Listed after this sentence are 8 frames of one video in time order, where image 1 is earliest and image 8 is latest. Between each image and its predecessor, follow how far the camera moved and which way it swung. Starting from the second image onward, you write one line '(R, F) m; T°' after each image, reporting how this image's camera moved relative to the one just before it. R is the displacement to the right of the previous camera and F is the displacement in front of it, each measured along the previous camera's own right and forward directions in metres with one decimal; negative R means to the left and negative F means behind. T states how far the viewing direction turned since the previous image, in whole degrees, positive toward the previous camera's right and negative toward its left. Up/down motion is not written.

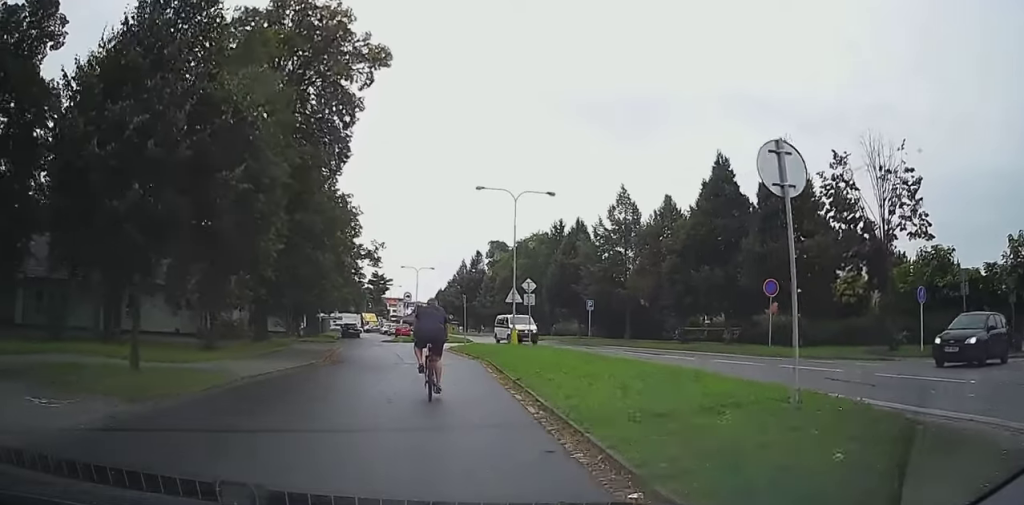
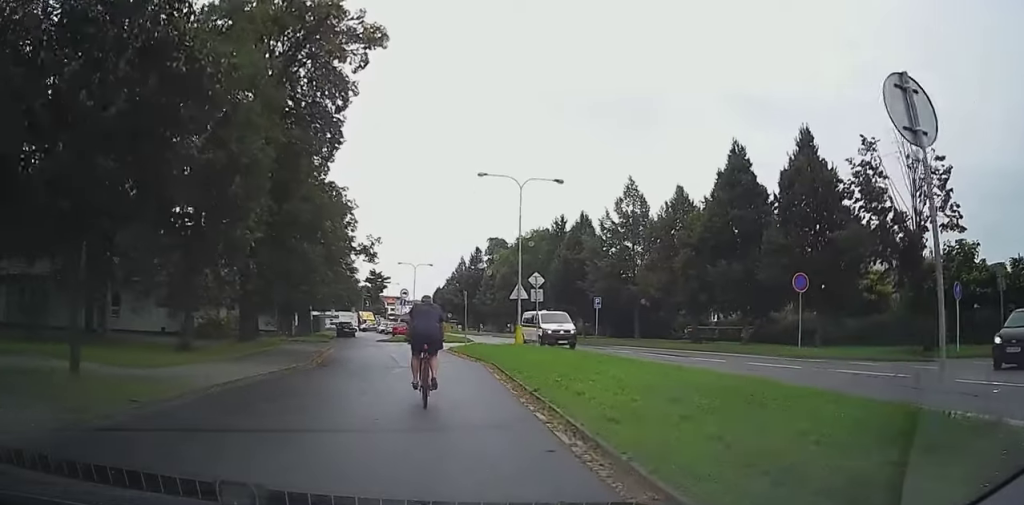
(0.0, +3.7) m; 0°
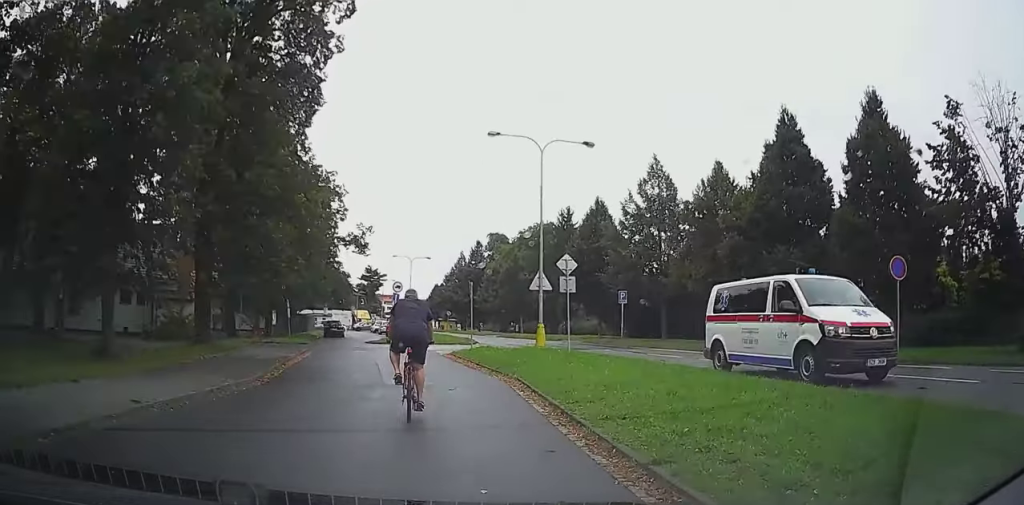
(0.0, +7.2) m; 0°
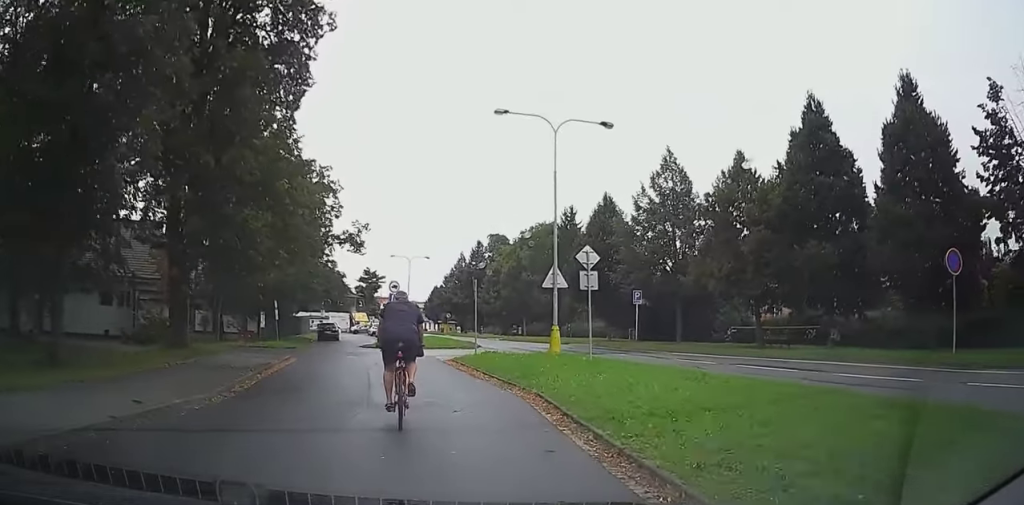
(0.0, +2.8) m; 0°
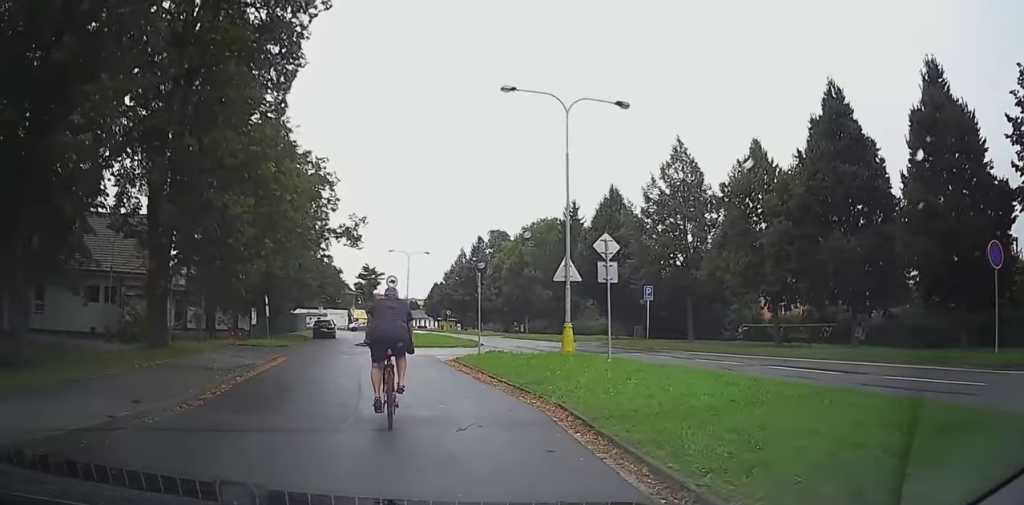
(0.0, +1.8) m; 0°
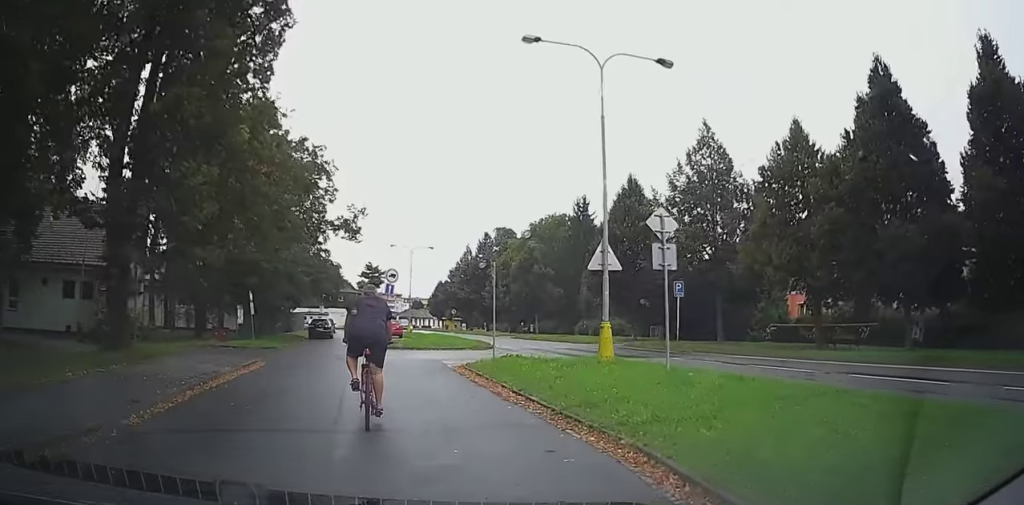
(0.0, +3.3) m; -3°
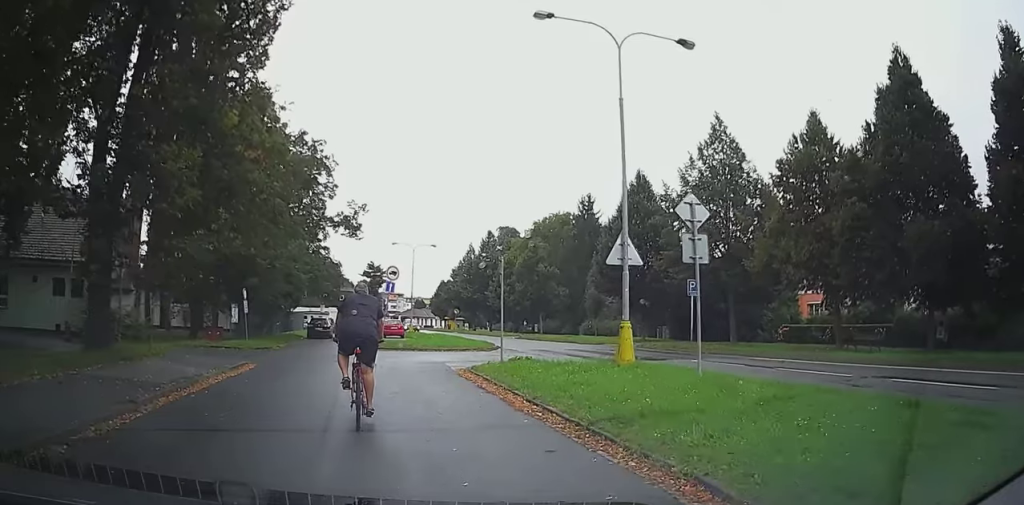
(0.0, +1.2) m; -4°
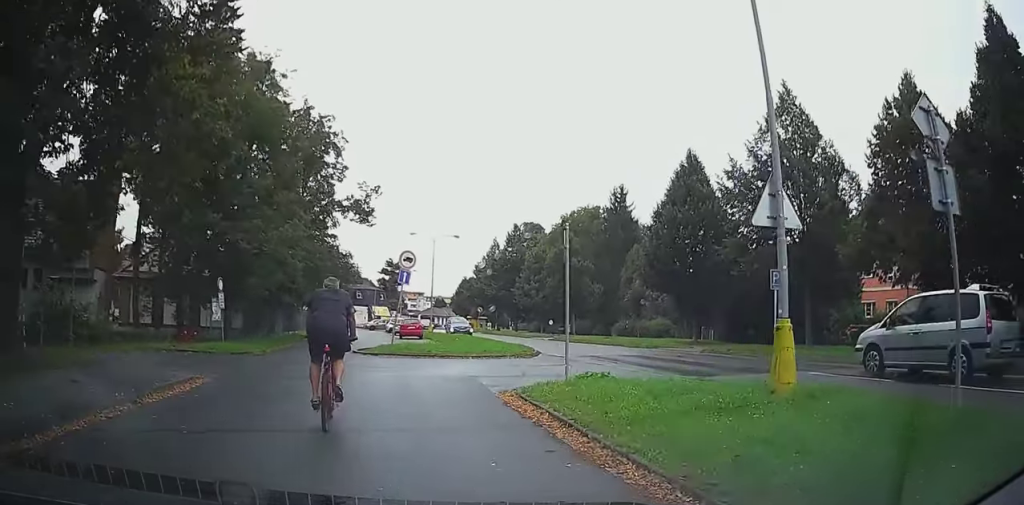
(-0.8, +5.3) m; -14°
